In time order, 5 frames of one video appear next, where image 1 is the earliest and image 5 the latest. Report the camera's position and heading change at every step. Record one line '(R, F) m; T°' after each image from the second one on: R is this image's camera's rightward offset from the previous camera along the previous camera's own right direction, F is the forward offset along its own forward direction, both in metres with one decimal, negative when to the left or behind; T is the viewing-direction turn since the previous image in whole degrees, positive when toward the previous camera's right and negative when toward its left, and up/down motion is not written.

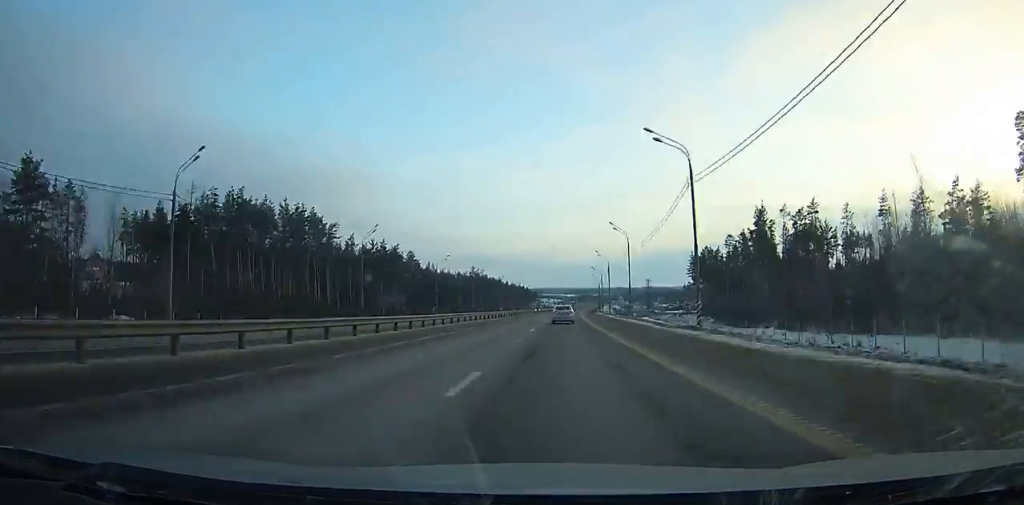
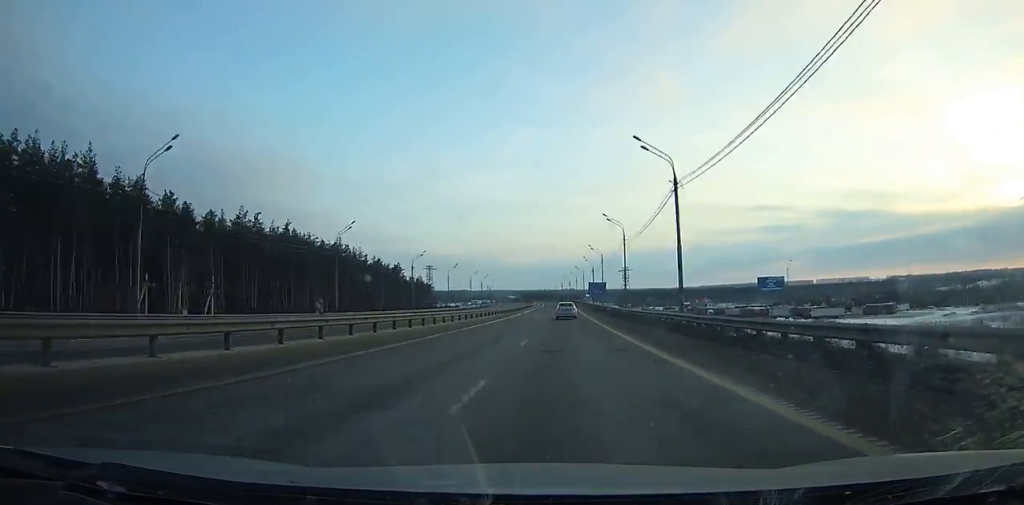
(+13.8, +288.4) m; +5°
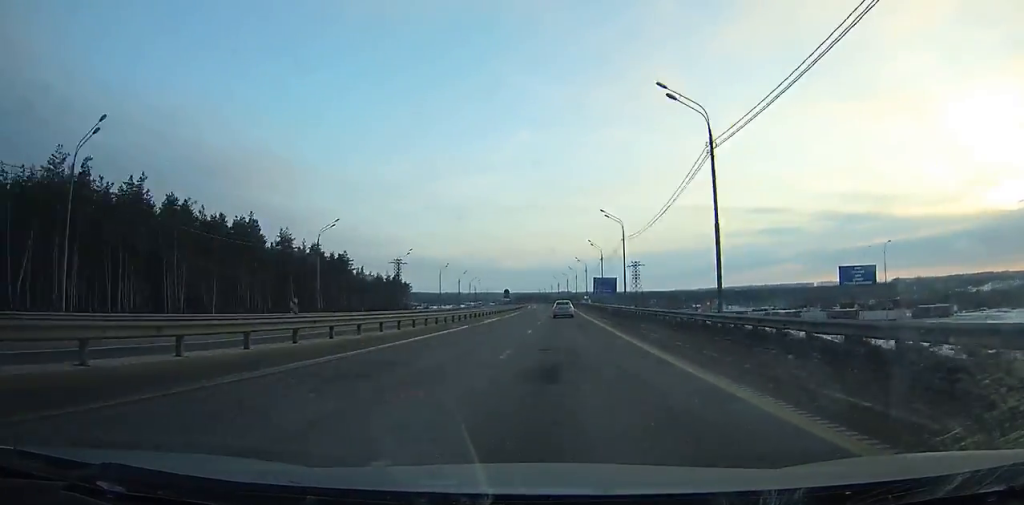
(+0.4, +40.6) m; 0°
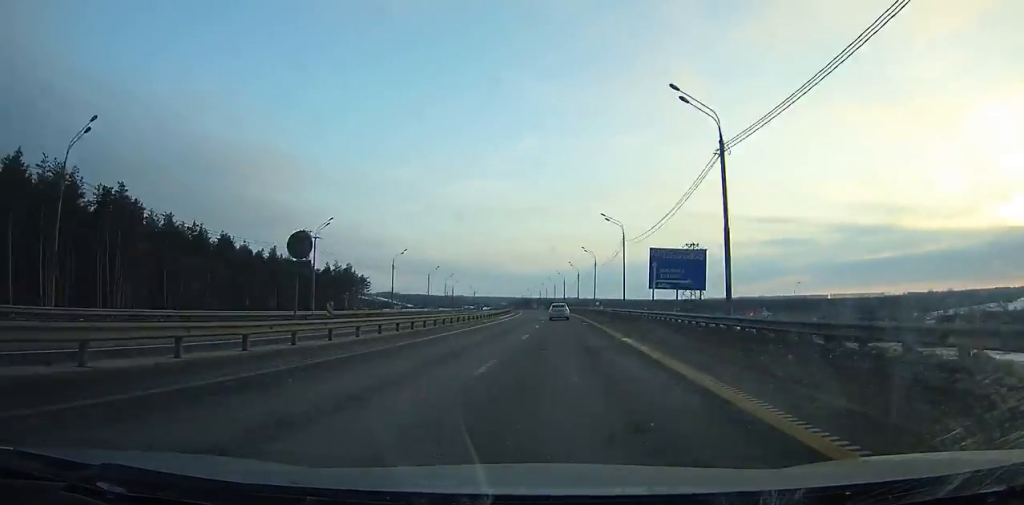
(0.0, +74.5) m; -1°
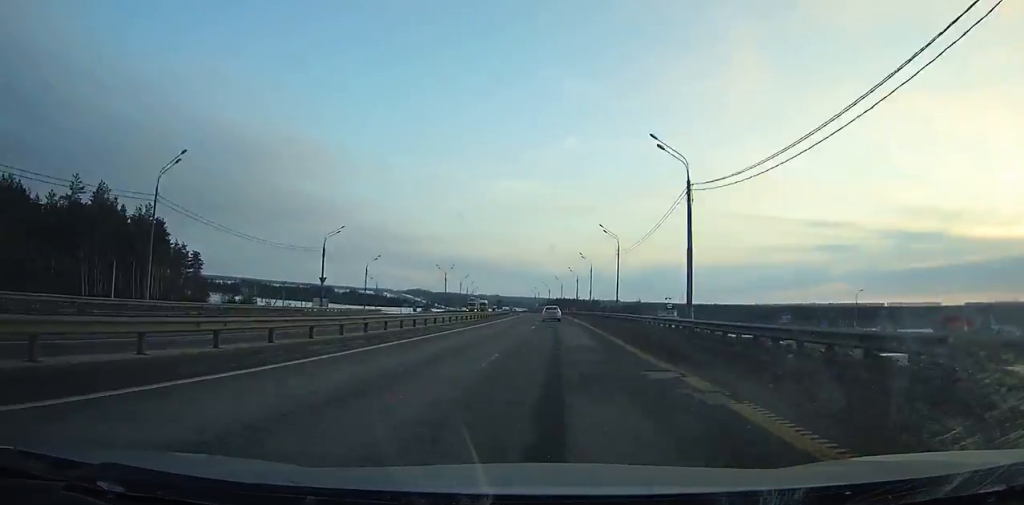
(-4.0, +143.3) m; -3°
